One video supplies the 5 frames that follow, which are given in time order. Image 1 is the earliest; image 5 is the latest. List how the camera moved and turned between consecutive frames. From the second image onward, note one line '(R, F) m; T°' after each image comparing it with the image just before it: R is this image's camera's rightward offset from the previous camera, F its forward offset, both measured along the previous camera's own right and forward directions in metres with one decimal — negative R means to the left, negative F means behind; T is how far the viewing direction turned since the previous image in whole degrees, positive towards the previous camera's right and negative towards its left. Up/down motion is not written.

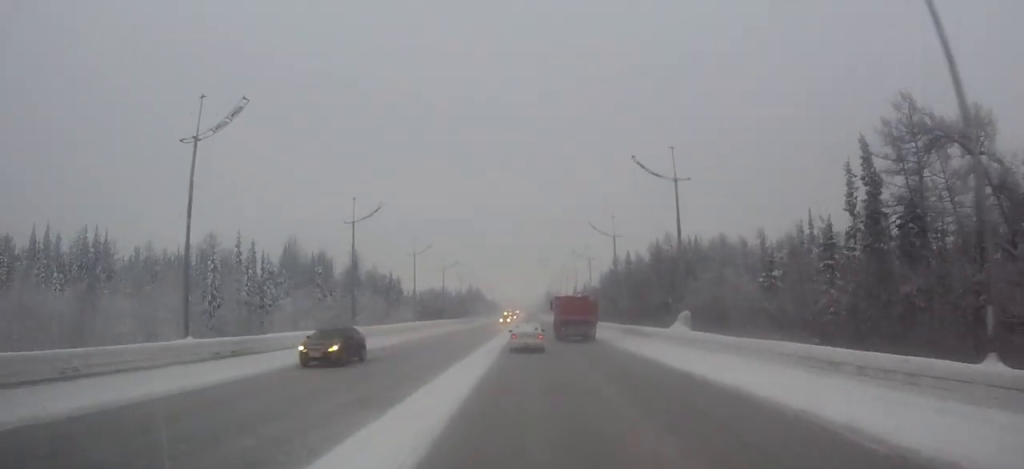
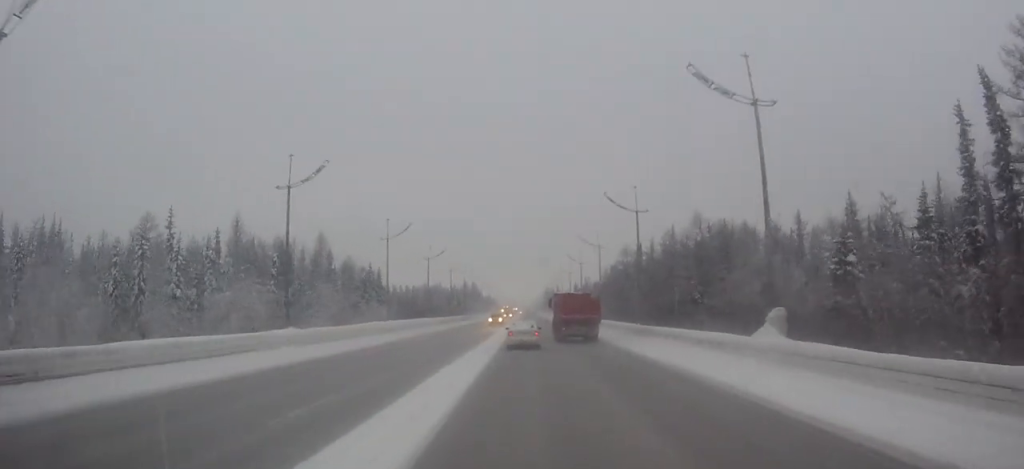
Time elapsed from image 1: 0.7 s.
(0.0, +13.3) m; 0°
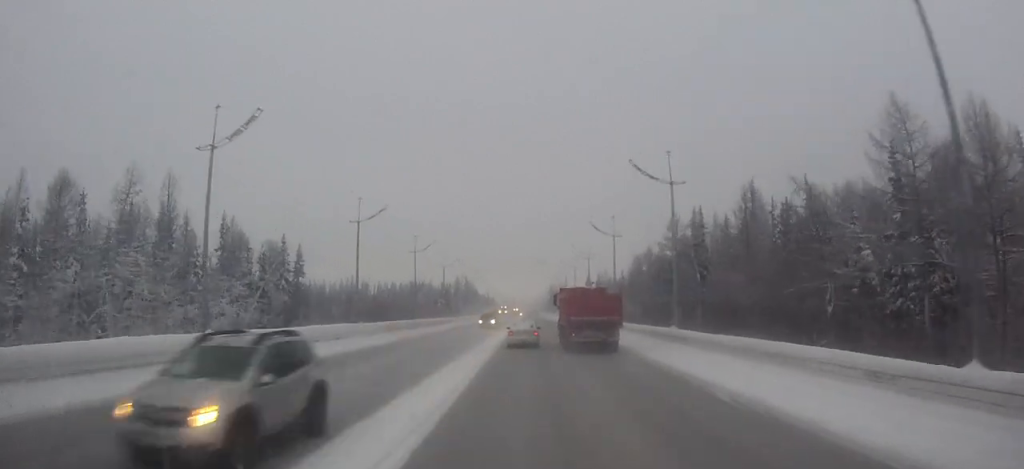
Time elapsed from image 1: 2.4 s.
(0.0, +35.7) m; 0°
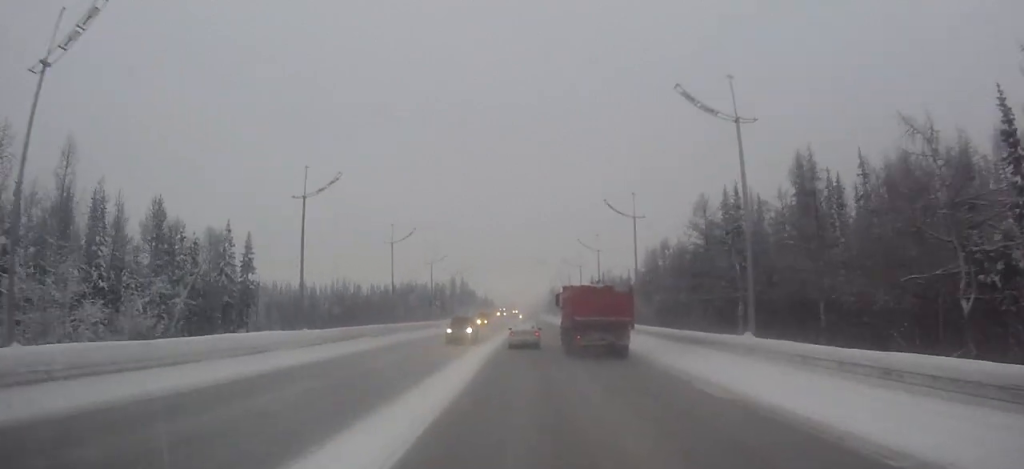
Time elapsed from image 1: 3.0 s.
(0.0, +12.2) m; 0°
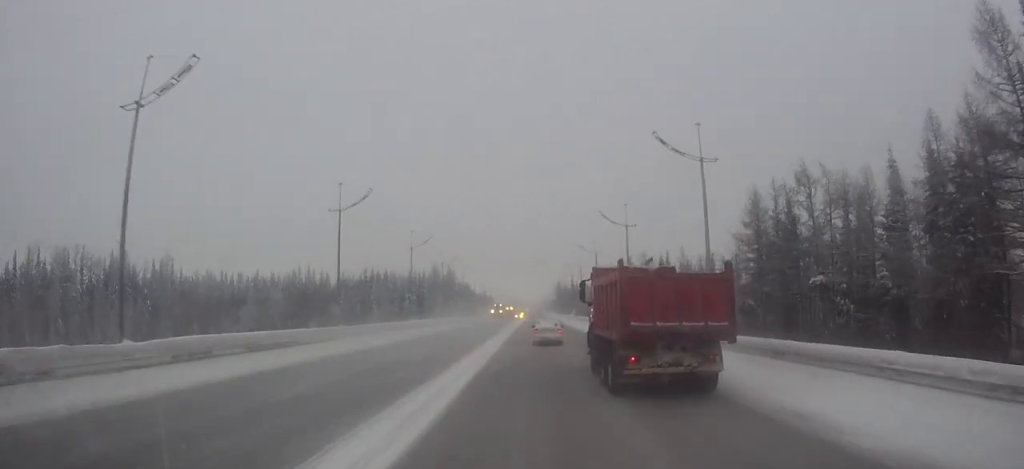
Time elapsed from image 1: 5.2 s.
(-0.1, +43.4) m; 0°
